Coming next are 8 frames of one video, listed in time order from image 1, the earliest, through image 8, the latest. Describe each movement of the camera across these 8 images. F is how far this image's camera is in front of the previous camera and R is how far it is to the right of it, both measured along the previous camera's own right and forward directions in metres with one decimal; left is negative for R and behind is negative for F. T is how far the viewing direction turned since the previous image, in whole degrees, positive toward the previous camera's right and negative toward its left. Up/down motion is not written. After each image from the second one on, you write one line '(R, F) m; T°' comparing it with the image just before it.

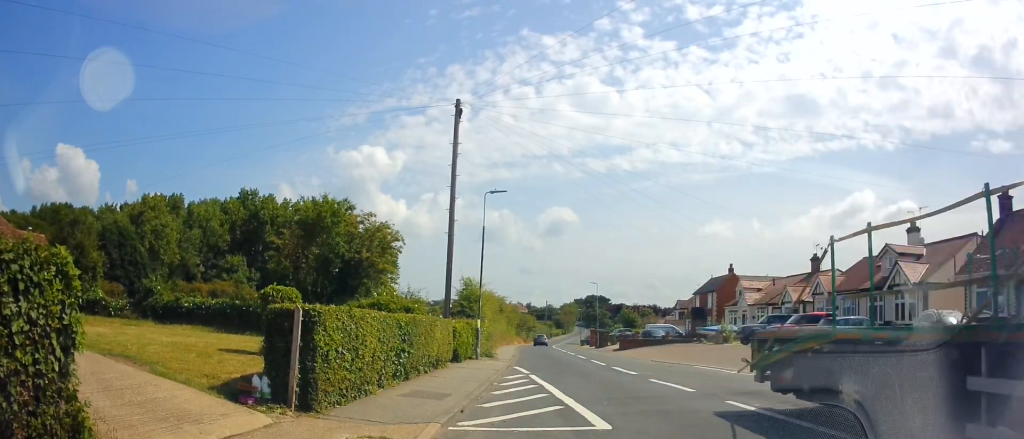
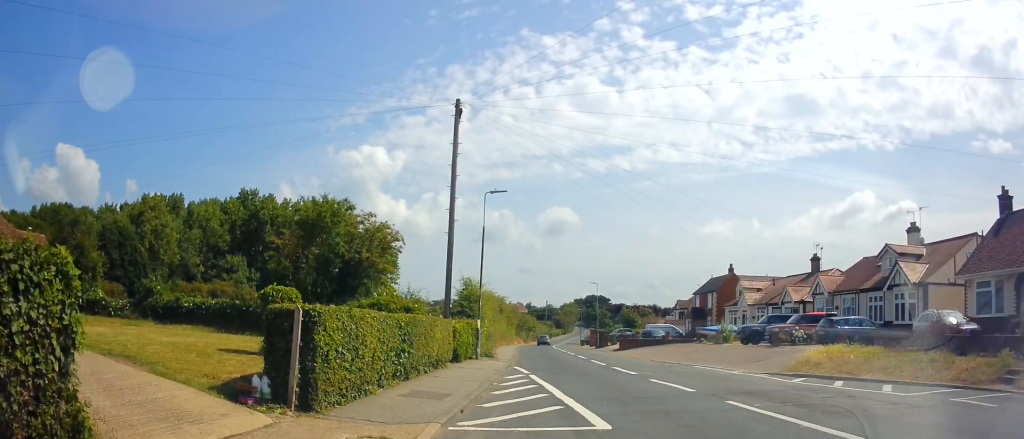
(0.0, 0.0) m; 0°
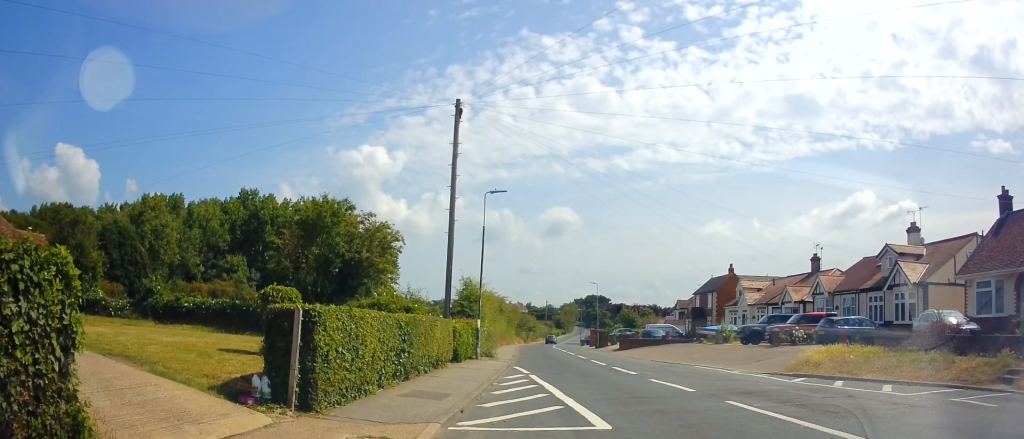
(0.0, 0.0) m; 0°
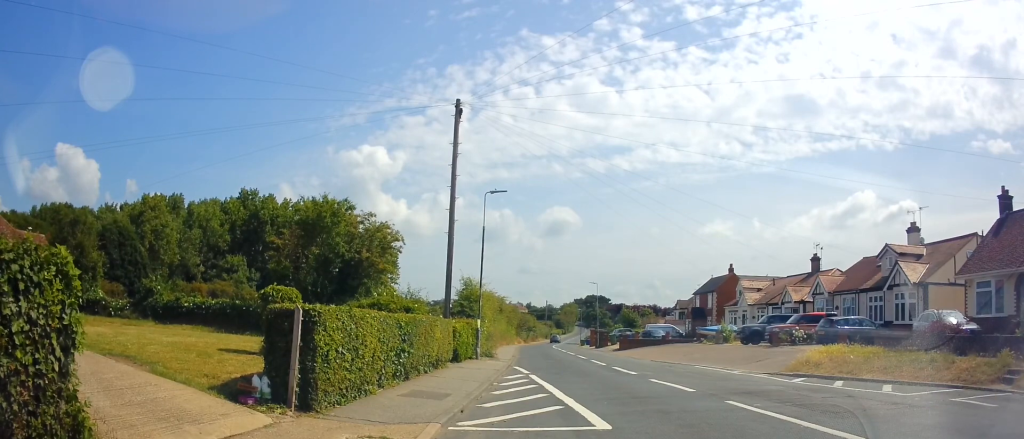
(0.0, 0.0) m; 0°
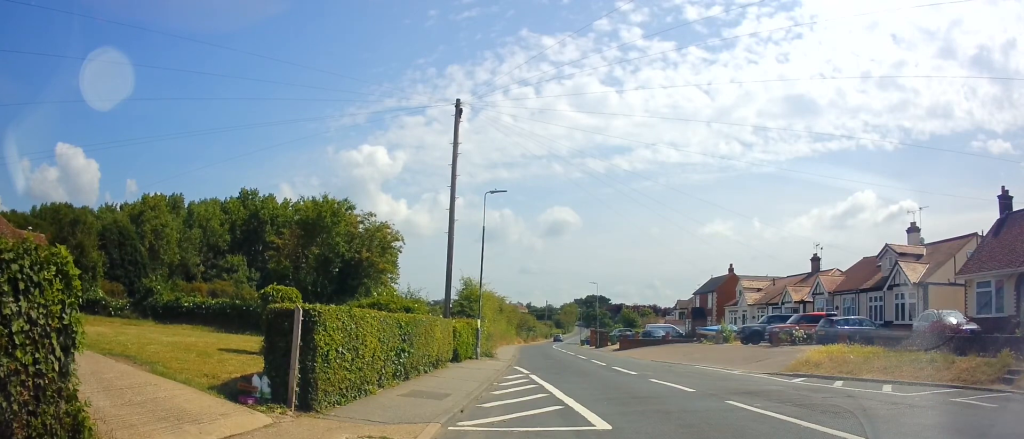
(0.0, 0.0) m; 0°
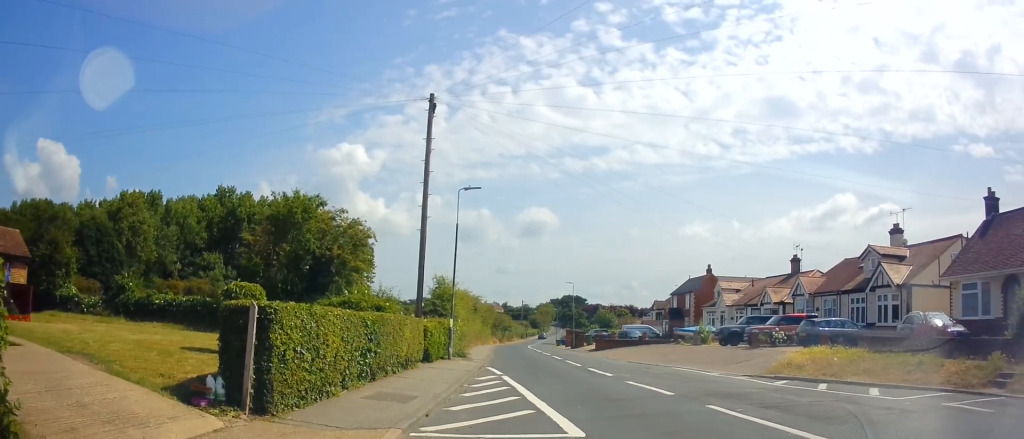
(+0.2, +0.5) m; 0°
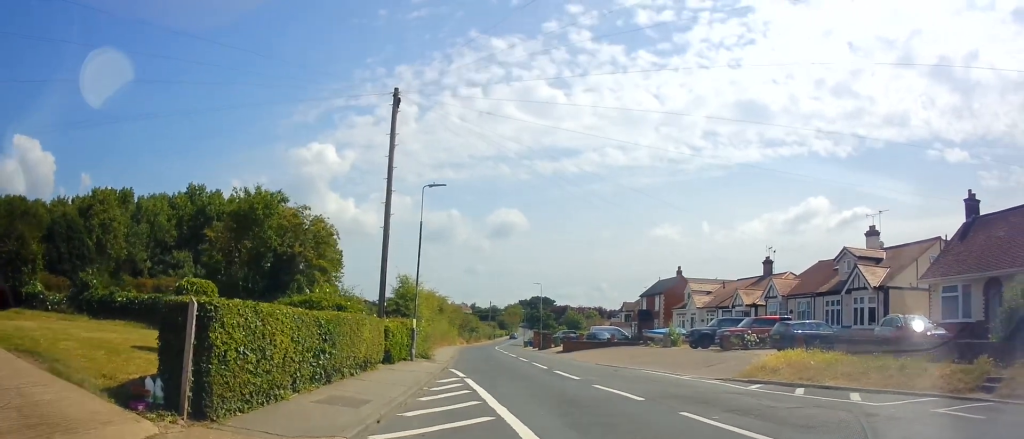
(+0.2, +0.4) m; +1°
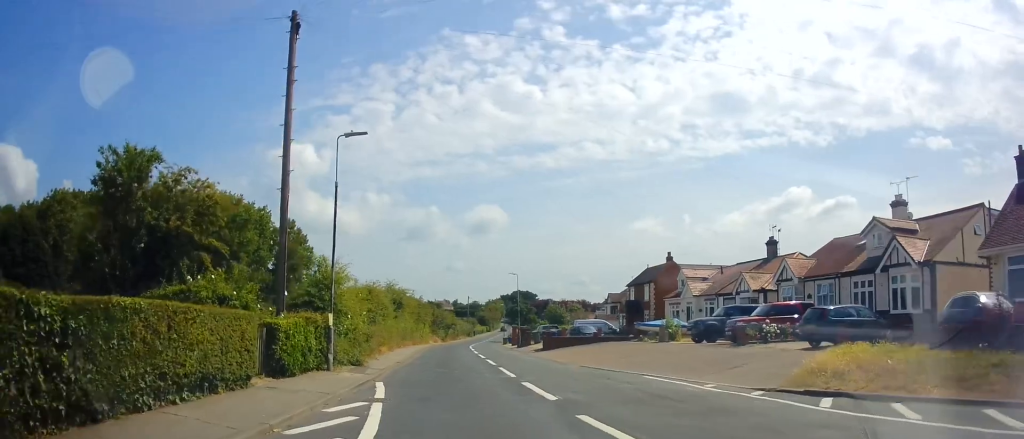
(+0.3, +4.9) m; -4°
